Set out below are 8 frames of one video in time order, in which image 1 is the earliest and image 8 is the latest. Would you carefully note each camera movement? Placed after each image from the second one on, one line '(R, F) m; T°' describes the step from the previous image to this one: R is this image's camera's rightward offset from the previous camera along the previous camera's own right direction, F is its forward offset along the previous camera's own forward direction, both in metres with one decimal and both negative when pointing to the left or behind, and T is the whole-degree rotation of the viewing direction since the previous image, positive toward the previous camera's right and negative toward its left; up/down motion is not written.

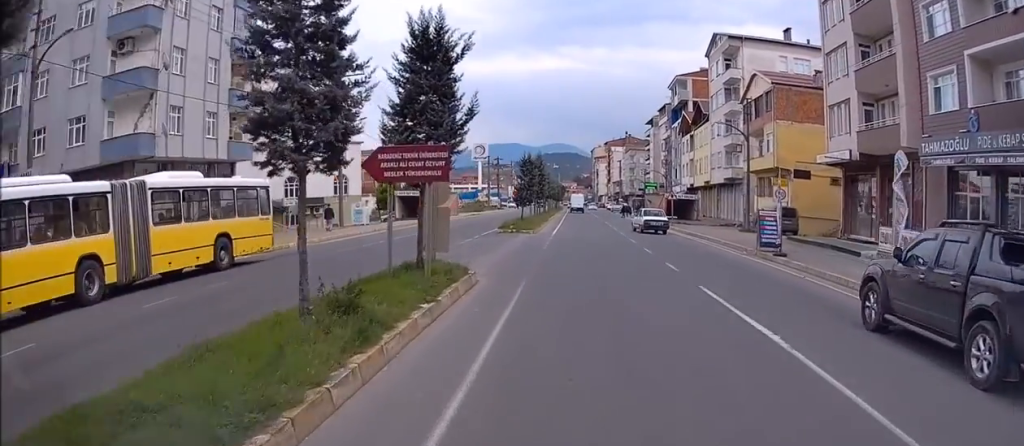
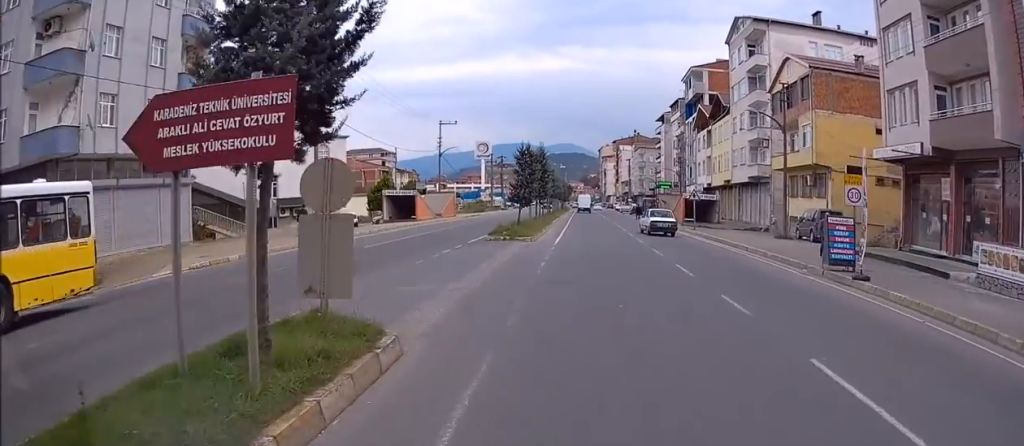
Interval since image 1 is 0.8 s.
(0.0, +5.8) m; -1°
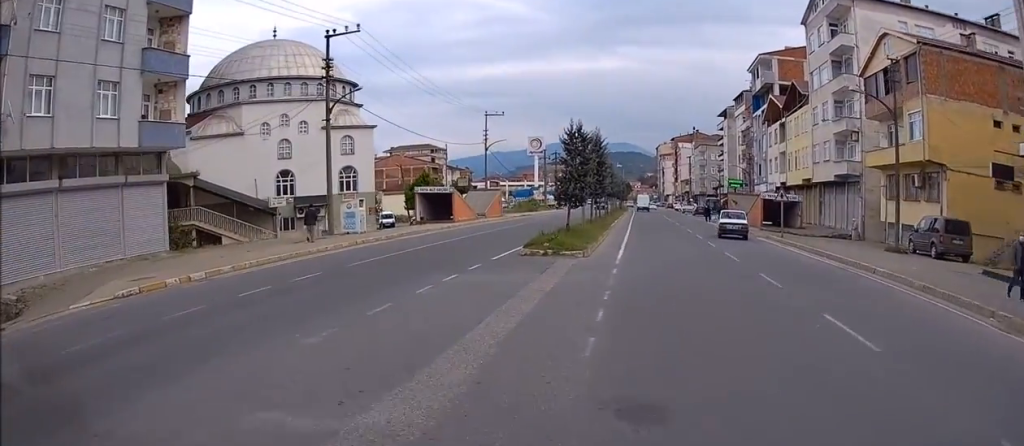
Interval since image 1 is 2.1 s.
(-0.3, +6.5) m; -13°
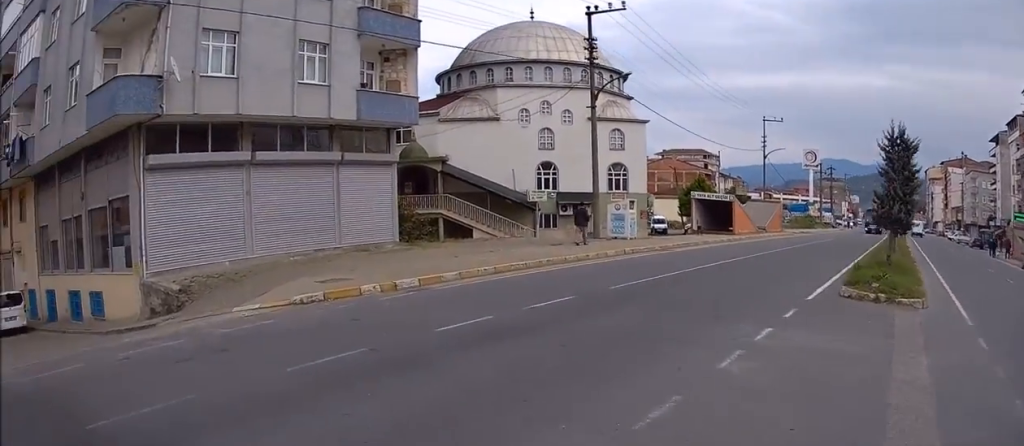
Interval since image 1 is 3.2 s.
(-0.7, +4.1) m; -25°
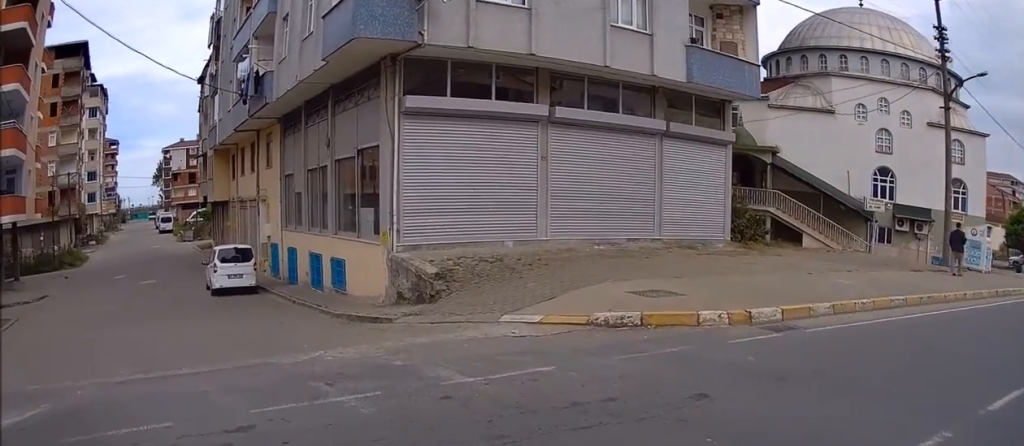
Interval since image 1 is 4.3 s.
(-1.1, +3.6) m; -29°
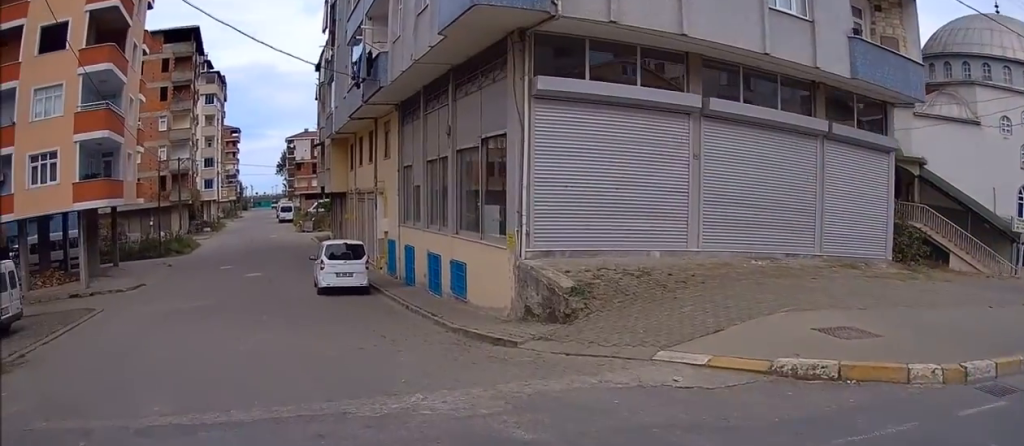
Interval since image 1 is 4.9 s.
(-0.2, +1.8) m; -9°
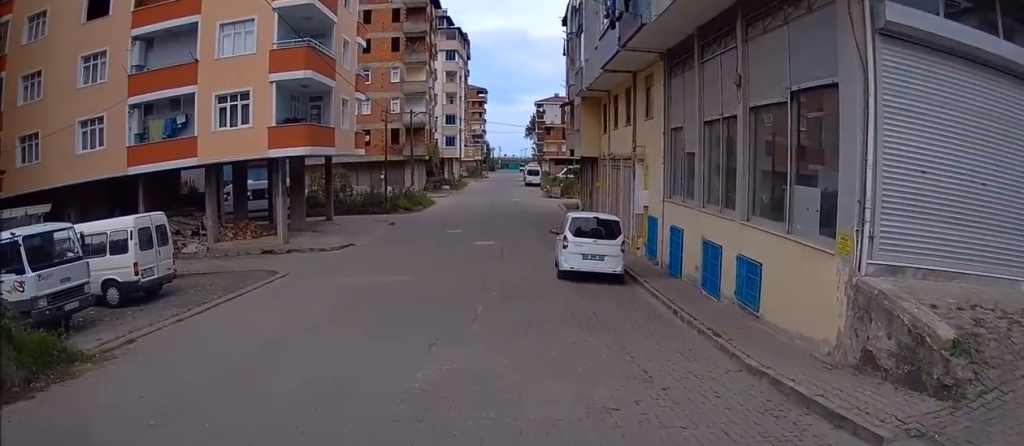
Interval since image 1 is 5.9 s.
(-0.3, +3.8) m; -10°
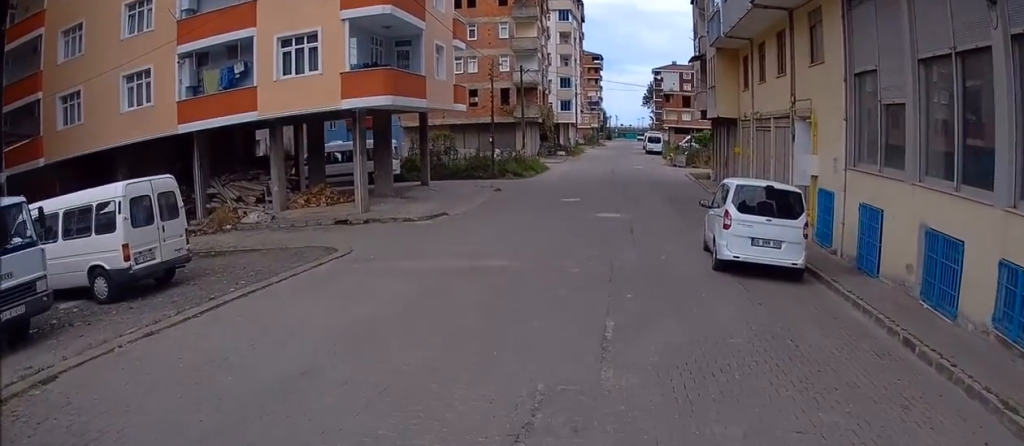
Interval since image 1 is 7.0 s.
(-0.3, +4.0) m; -4°
